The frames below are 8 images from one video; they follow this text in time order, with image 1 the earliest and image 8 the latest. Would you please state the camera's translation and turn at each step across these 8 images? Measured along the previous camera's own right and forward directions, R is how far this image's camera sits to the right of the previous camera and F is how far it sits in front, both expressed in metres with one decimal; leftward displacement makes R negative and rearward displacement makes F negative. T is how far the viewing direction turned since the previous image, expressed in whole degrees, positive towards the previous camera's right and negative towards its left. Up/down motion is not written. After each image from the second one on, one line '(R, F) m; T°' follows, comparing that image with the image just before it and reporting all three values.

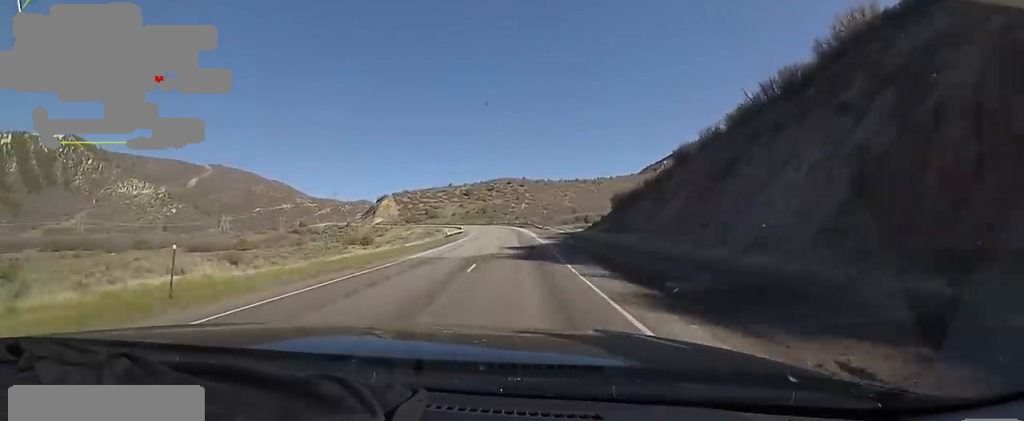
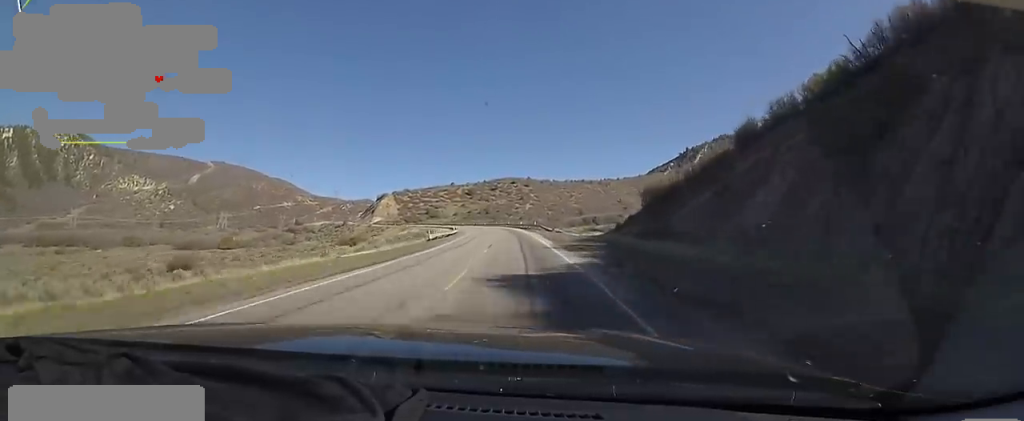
(+0.2, +15.9) m; 0°
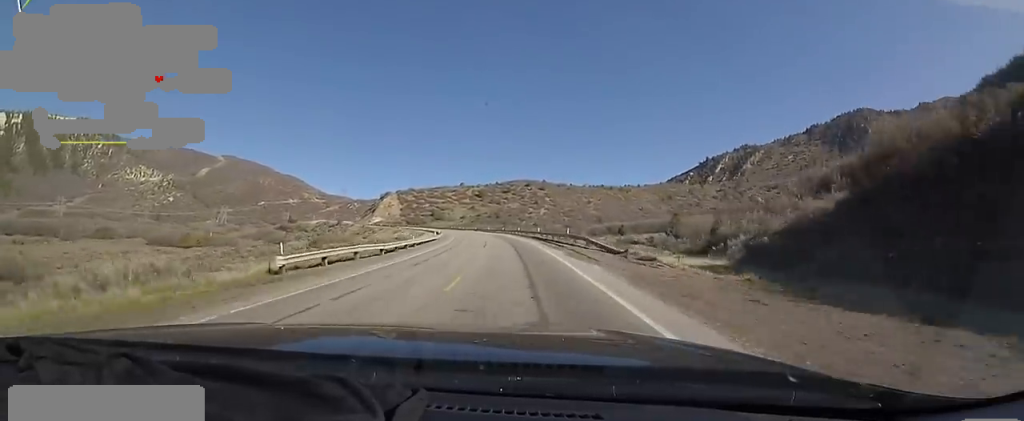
(-0.1, +36.0) m; -1°
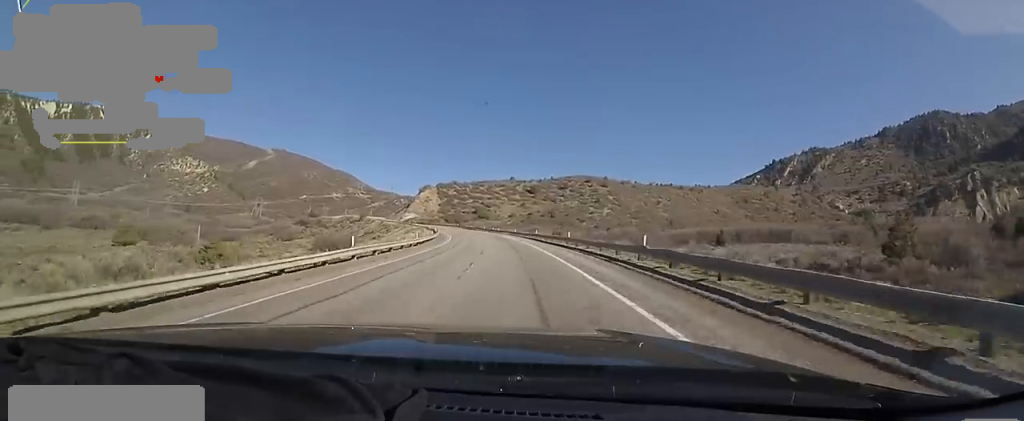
(-1.1, +57.2) m; -5°
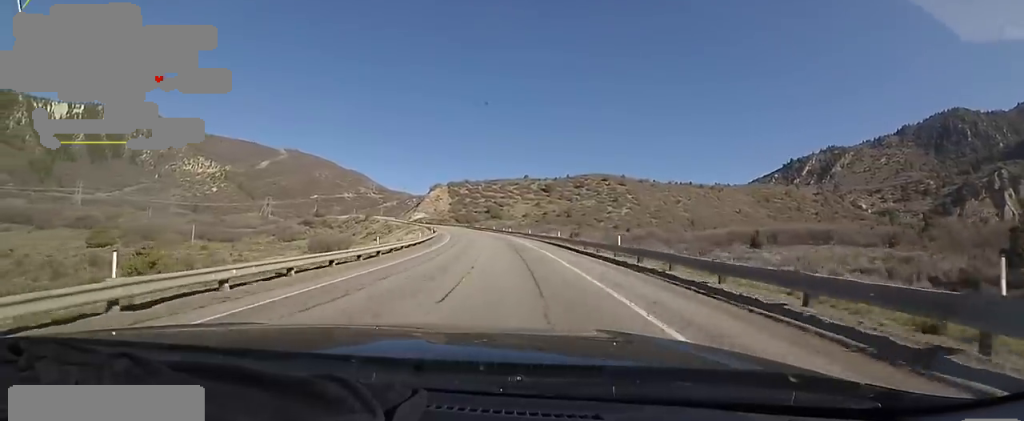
(0.0, +15.0) m; -3°
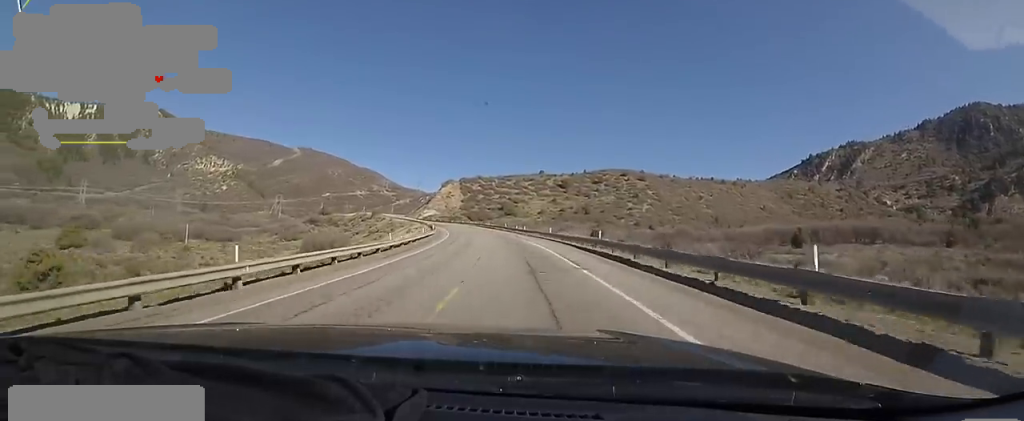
(-0.8, +15.0) m; -3°
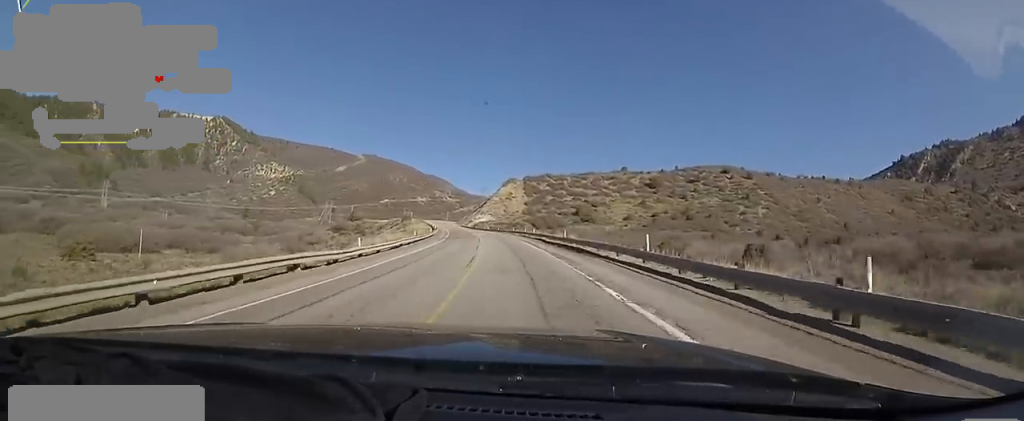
(-5.2, +64.8) m; -7°
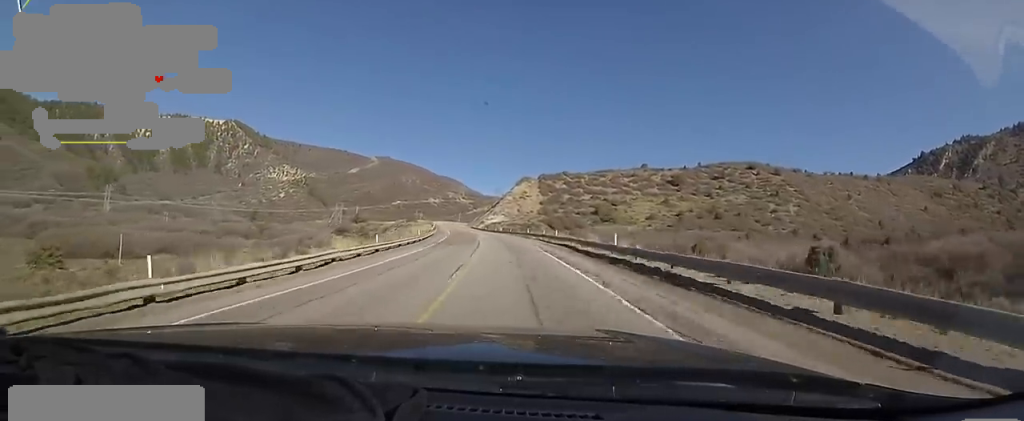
(-0.1, +15.1) m; -1°
